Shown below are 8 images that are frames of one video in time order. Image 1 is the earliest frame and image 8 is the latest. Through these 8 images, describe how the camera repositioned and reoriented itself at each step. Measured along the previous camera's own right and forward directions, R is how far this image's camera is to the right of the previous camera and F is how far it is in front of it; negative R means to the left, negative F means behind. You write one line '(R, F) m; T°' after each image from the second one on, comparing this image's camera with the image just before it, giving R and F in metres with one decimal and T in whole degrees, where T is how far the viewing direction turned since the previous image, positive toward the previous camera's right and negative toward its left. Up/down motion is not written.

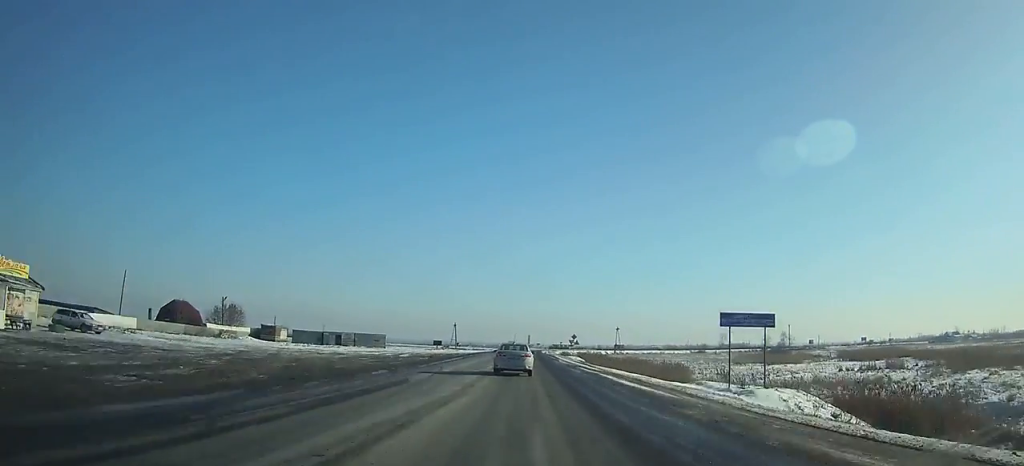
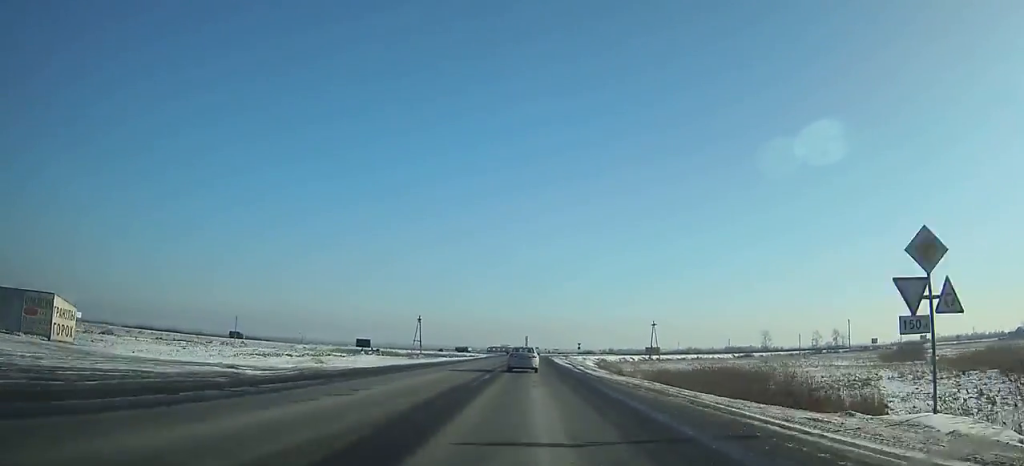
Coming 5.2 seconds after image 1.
(+0.7, +87.1) m; +1°
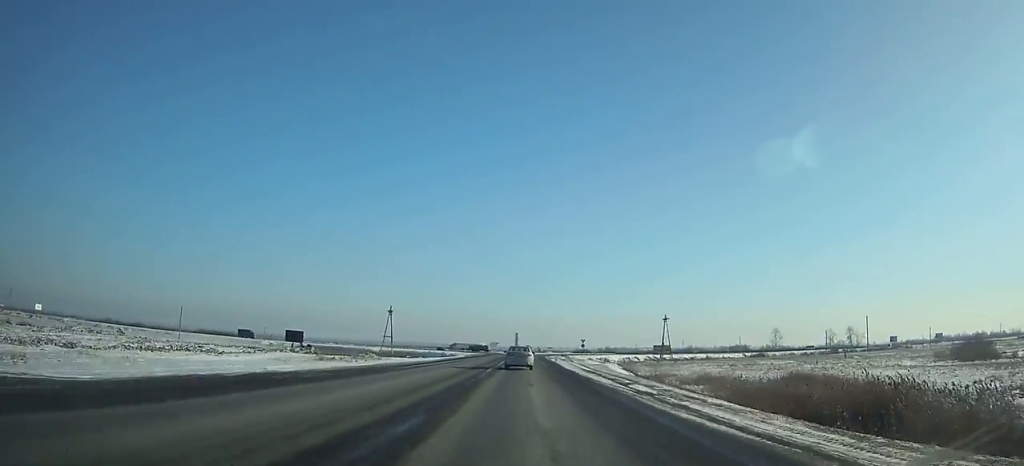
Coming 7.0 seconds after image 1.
(+0.2, +28.9) m; 0°
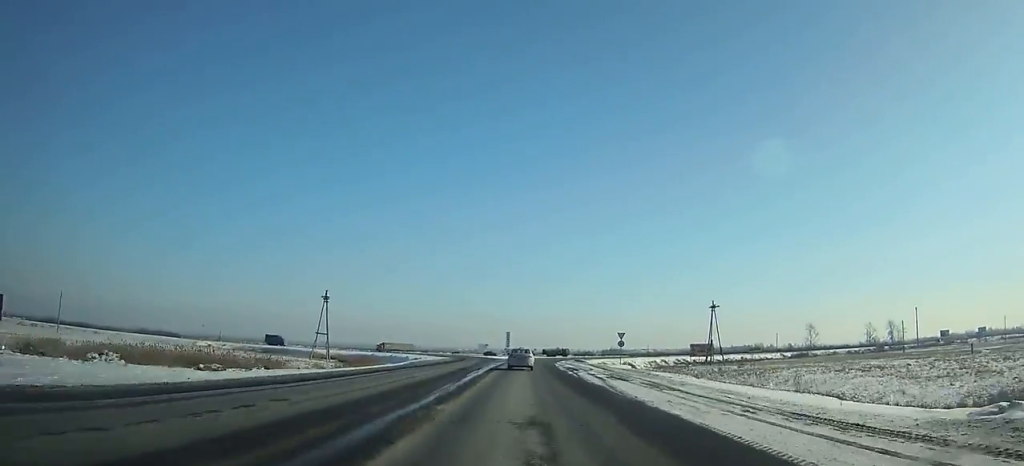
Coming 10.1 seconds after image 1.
(+0.2, +48.5) m; +1°
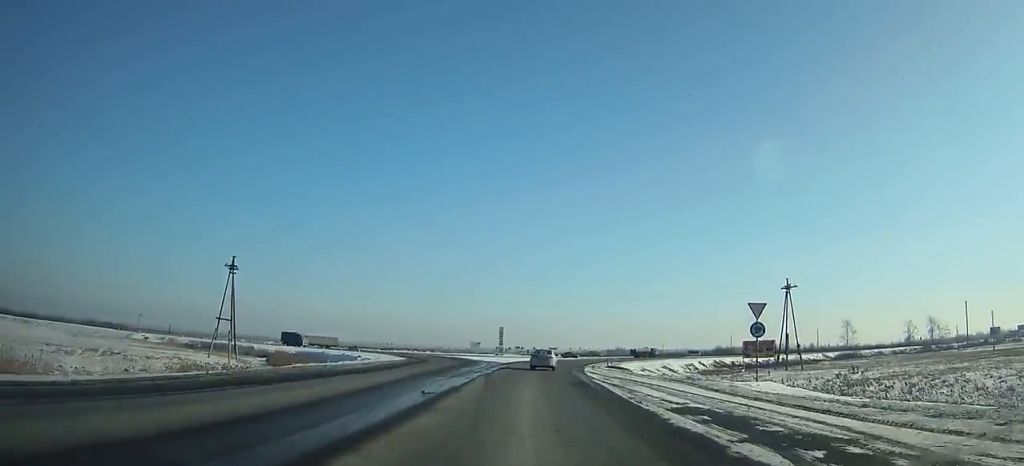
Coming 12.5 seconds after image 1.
(+0.3, +35.8) m; +2°
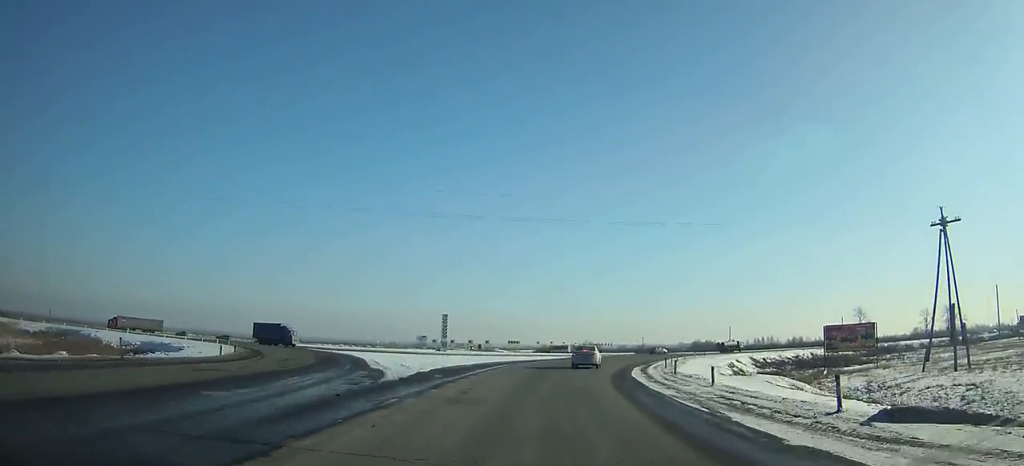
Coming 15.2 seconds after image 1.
(+1.0, +37.5) m; +5°
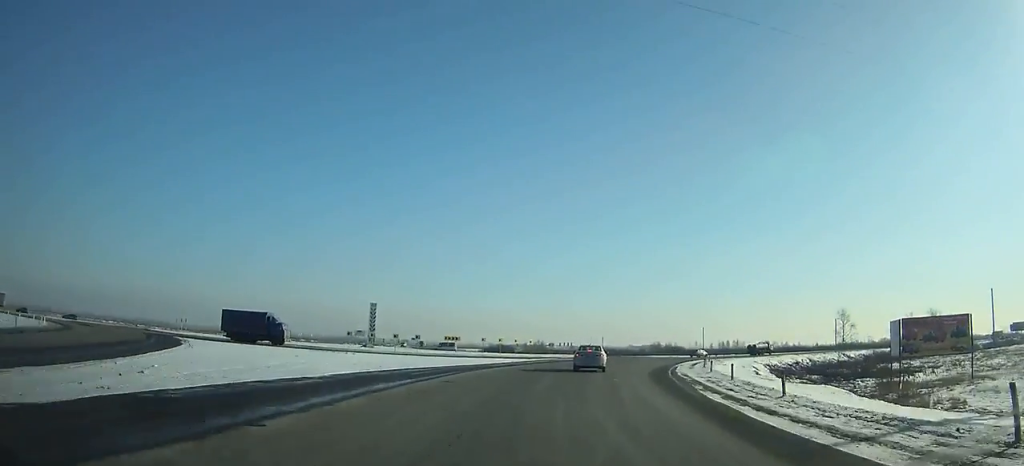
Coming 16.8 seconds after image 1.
(0.0, +21.0) m; +4°
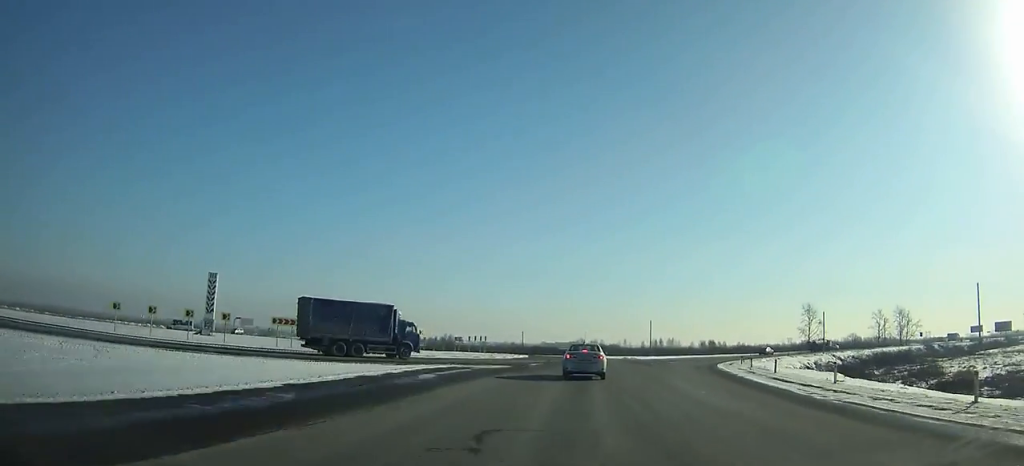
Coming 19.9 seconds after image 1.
(+2.9, +35.0) m; +9°
